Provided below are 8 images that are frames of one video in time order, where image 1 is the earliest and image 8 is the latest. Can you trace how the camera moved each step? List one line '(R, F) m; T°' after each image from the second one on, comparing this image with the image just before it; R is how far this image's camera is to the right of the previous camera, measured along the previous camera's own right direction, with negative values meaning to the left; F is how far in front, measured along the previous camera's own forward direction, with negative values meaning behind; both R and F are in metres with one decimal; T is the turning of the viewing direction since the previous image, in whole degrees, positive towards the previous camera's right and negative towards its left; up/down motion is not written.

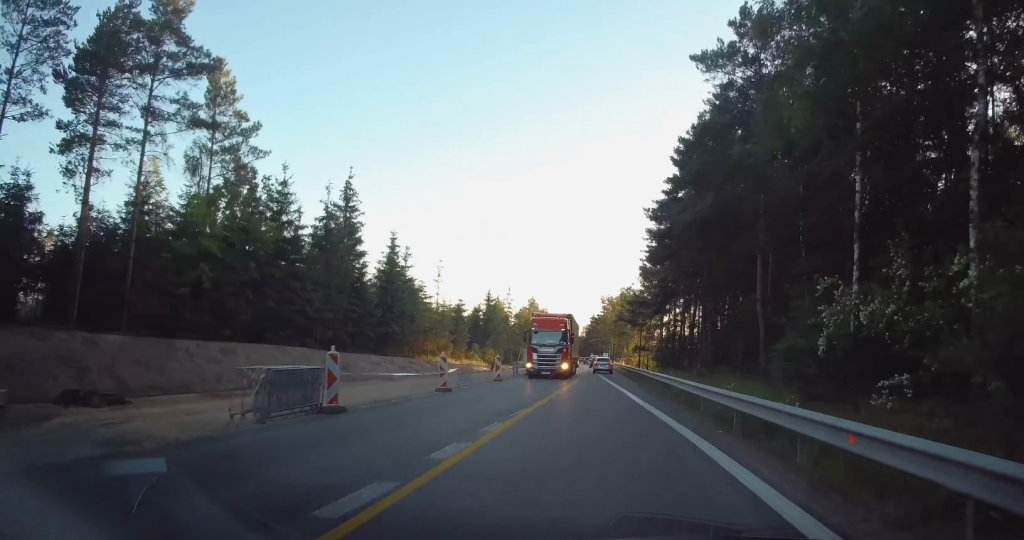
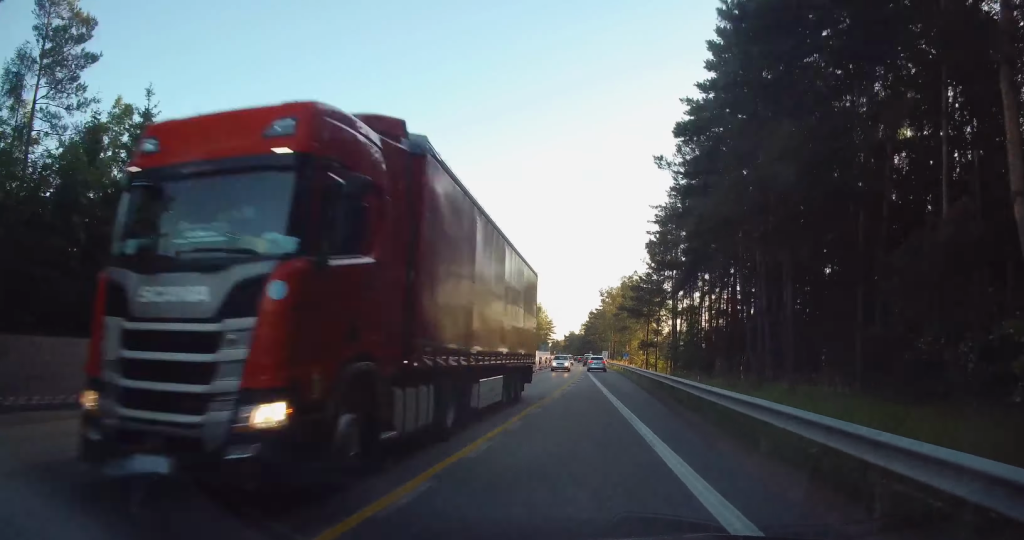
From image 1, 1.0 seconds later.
(0.0, +15.0) m; -1°
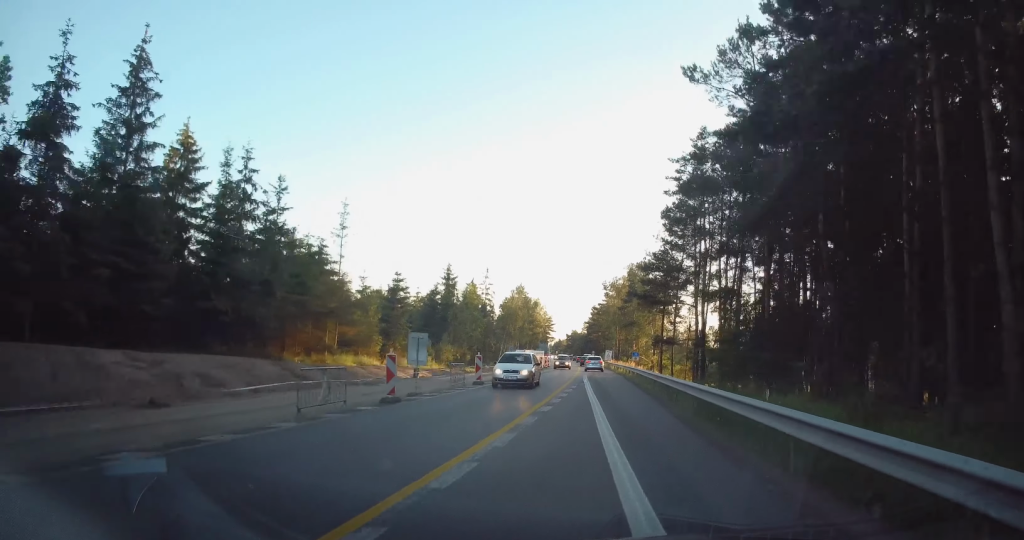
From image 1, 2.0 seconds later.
(-0.2, +13.7) m; -1°
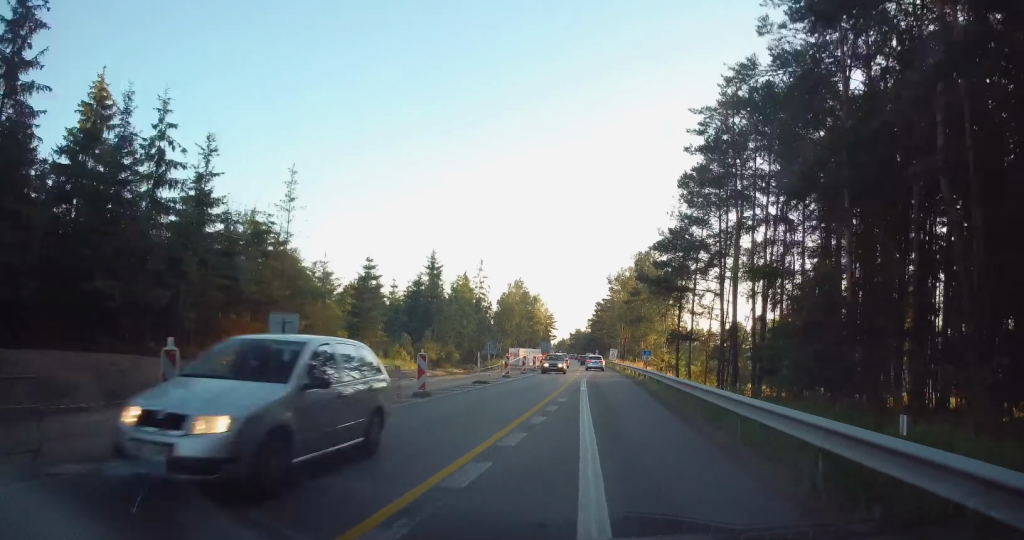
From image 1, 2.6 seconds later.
(-0.1, +9.0) m; 0°
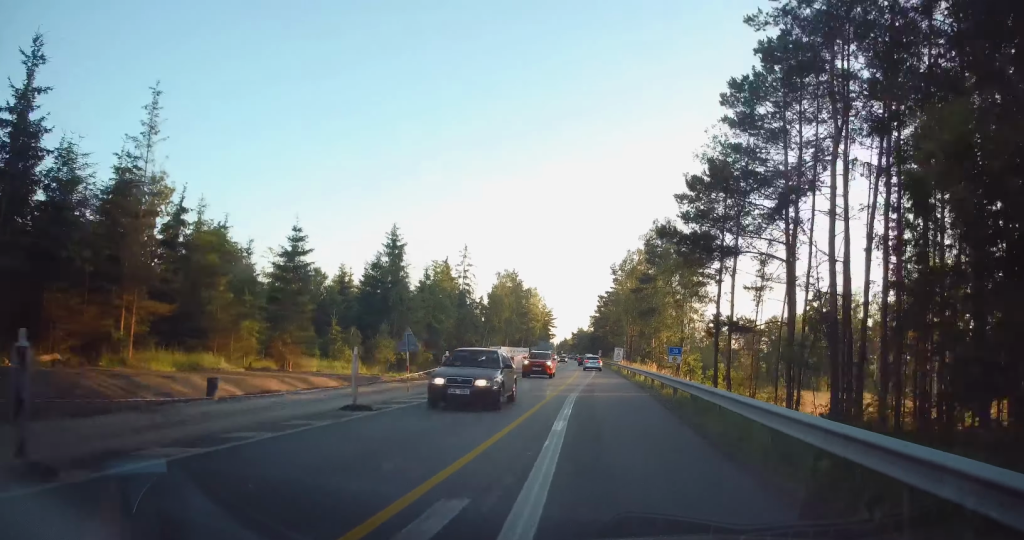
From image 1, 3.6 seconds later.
(+0.2, +14.0) m; 0°
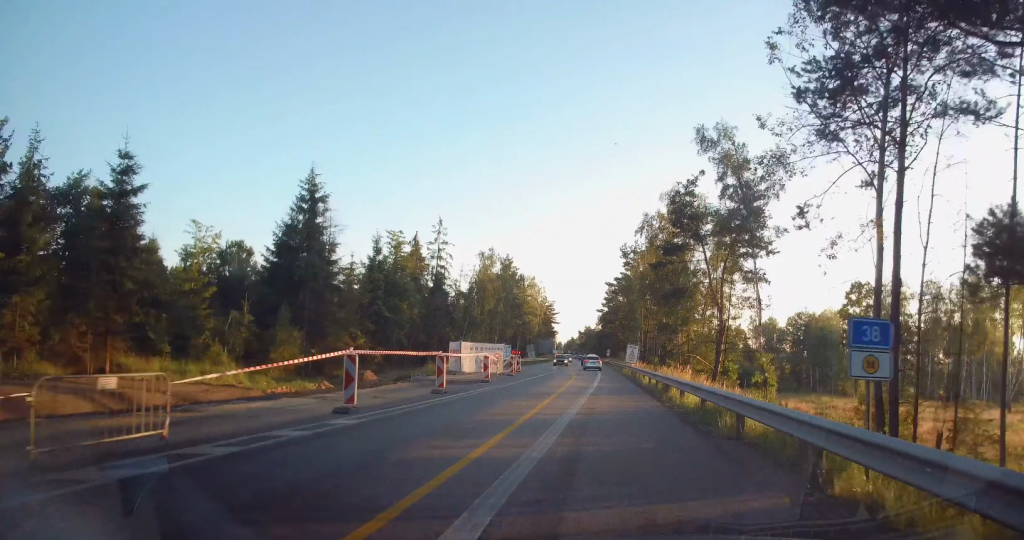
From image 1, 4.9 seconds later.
(-0.4, +18.0) m; 0°
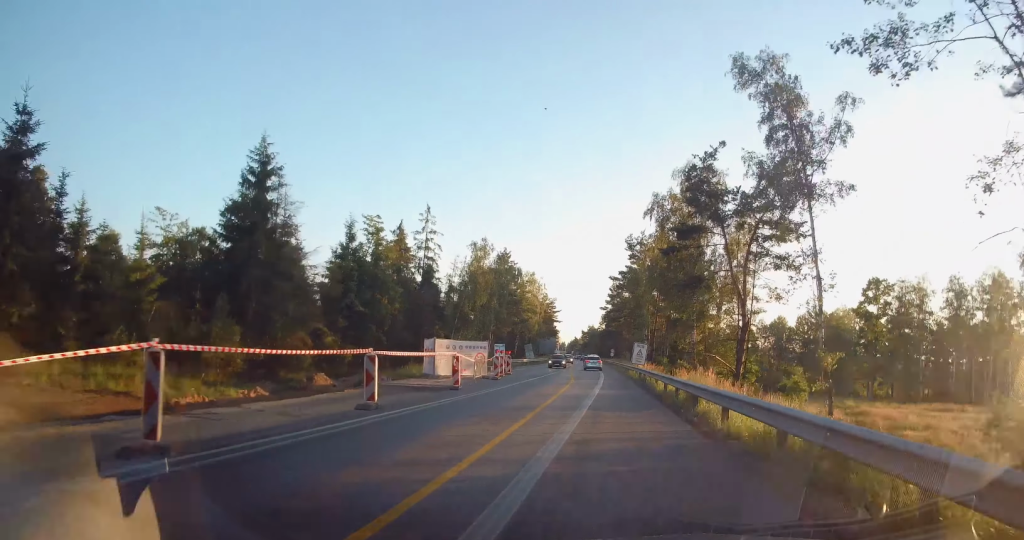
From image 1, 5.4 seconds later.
(-0.1, +6.8) m; +1°
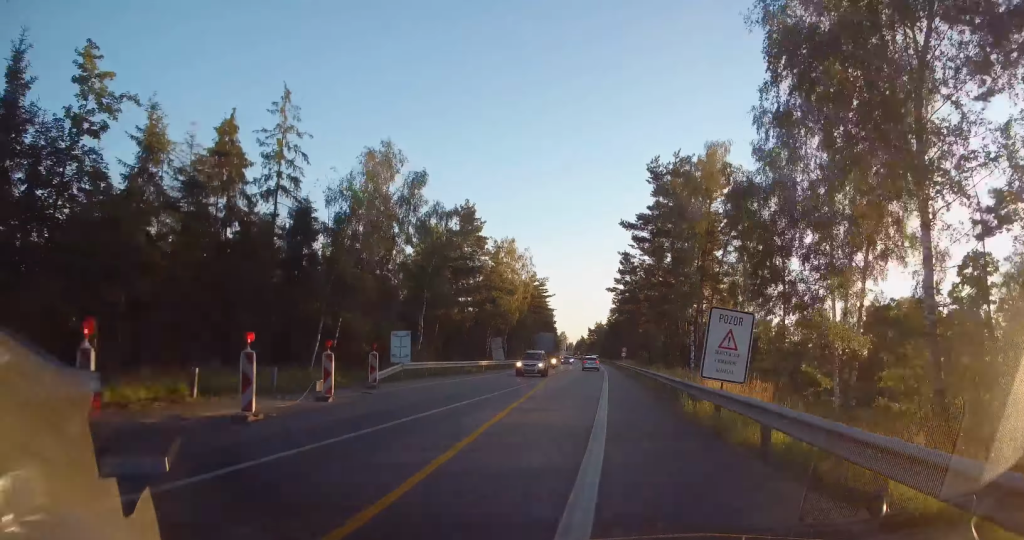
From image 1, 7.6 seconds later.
(-0.2, +30.9) m; -3°
